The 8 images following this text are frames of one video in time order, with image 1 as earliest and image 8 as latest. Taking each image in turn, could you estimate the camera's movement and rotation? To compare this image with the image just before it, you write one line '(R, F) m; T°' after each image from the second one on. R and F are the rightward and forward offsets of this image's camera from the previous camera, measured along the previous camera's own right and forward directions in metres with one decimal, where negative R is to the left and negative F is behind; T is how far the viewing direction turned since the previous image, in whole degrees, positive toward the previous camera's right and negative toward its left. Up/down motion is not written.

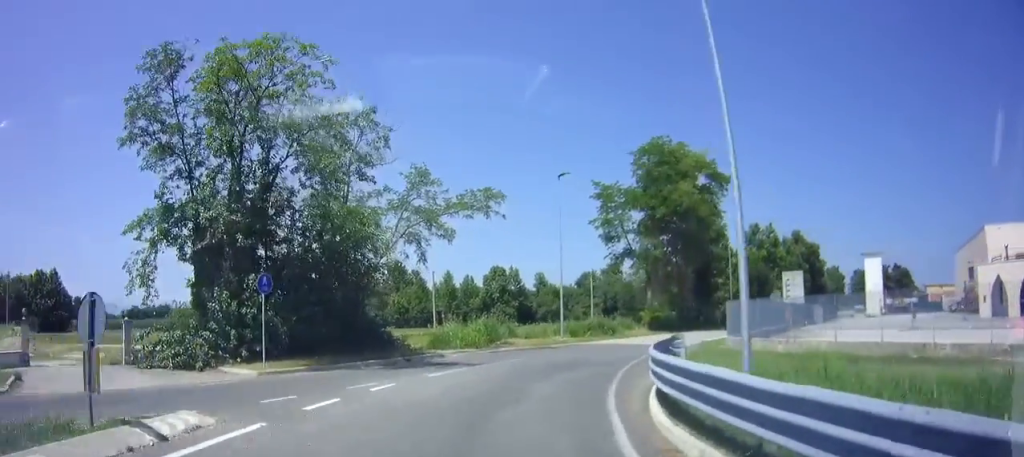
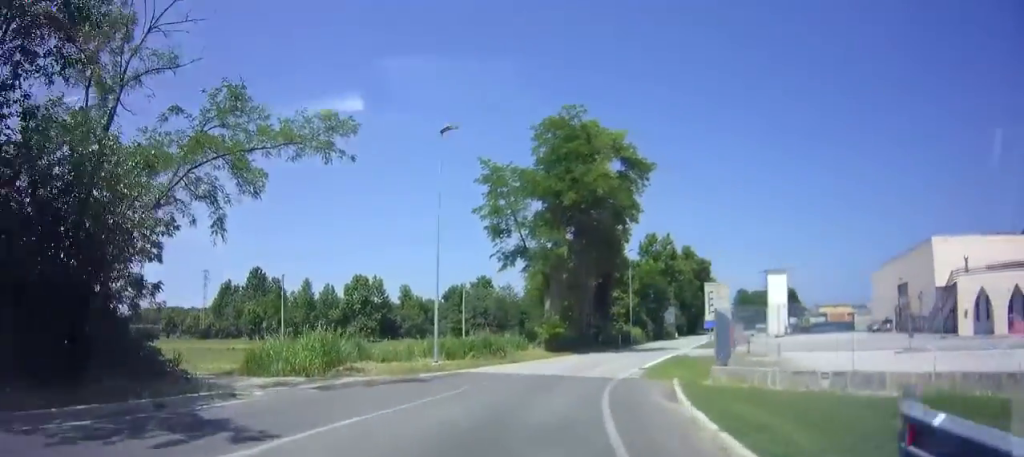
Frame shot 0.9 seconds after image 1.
(+1.1, +9.0) m; +14°
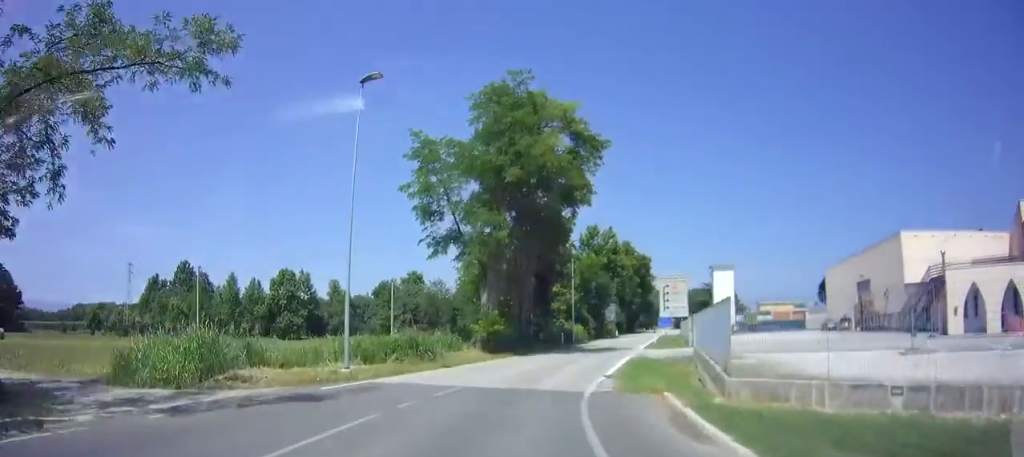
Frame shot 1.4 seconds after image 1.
(+0.1, +4.2) m; +6°
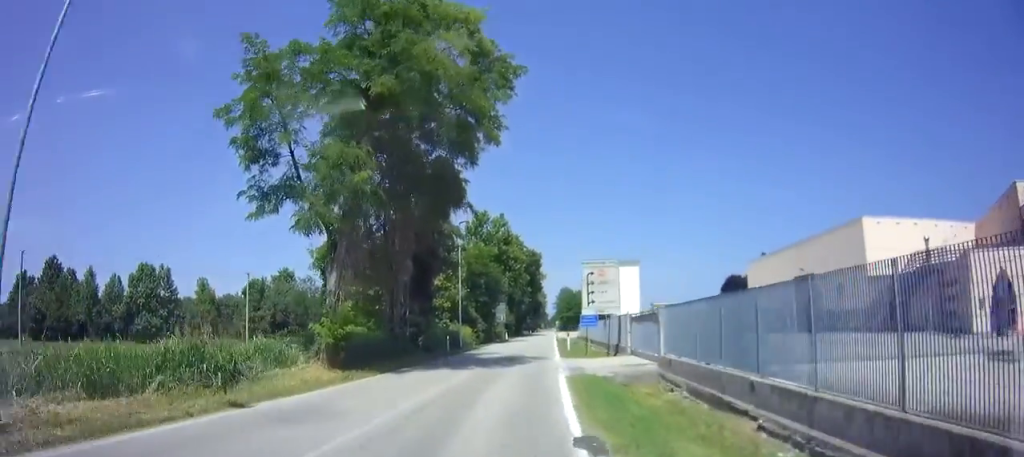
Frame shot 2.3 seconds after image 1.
(+1.2, +9.2) m; +12°
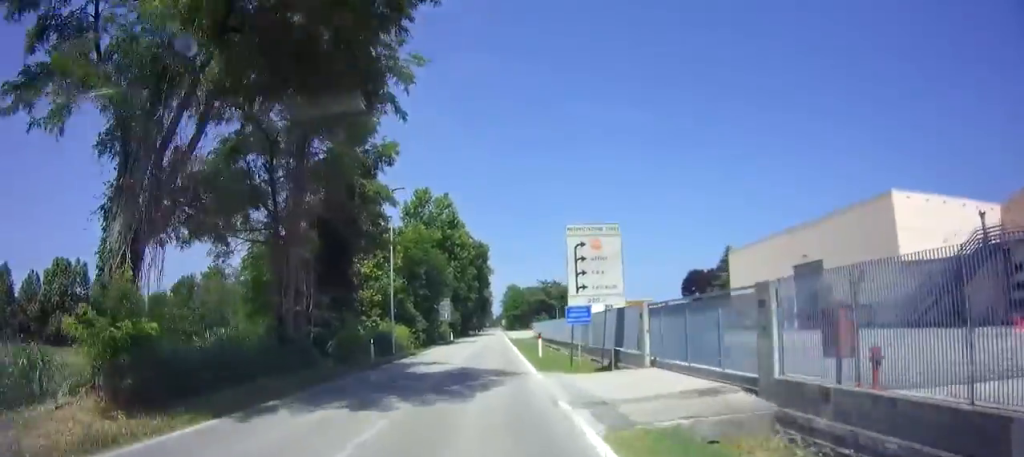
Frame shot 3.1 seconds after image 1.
(+0.7, +8.8) m; +6°
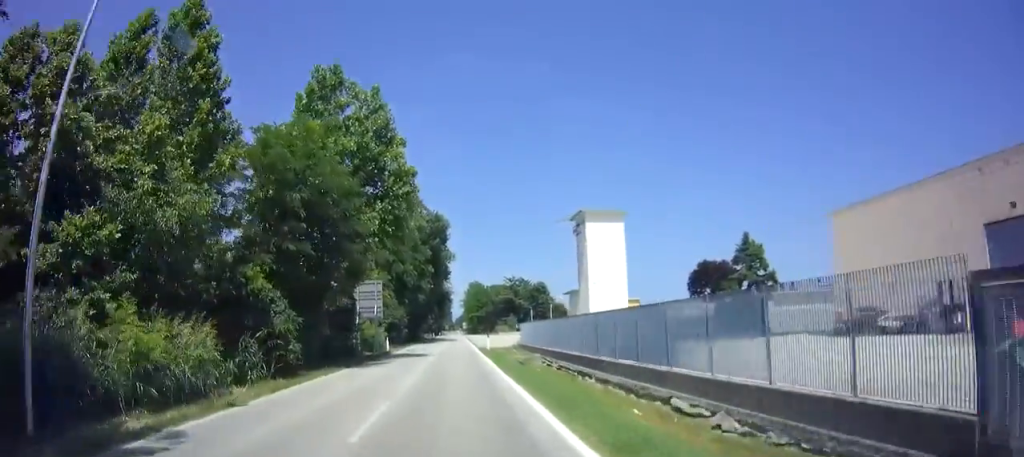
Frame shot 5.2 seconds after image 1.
(+1.3, +23.5) m; +4°
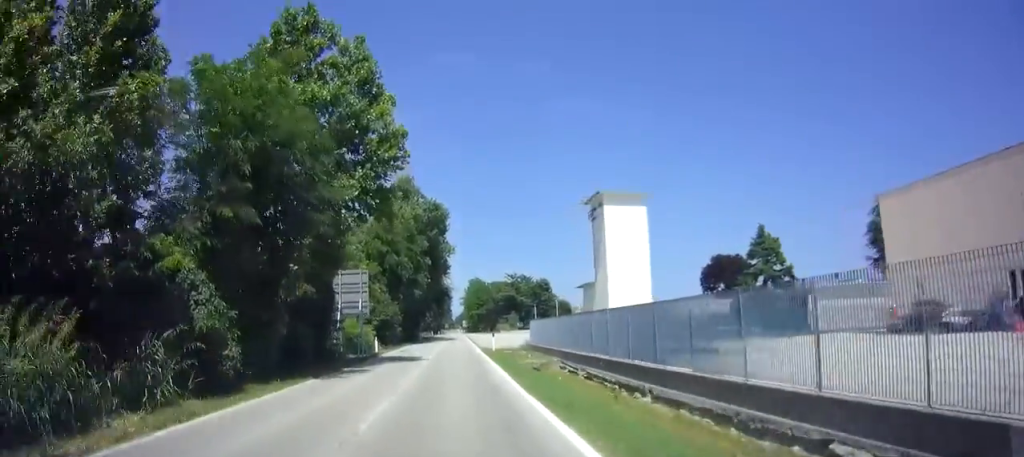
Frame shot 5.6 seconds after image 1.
(0.0, +5.1) m; 0°
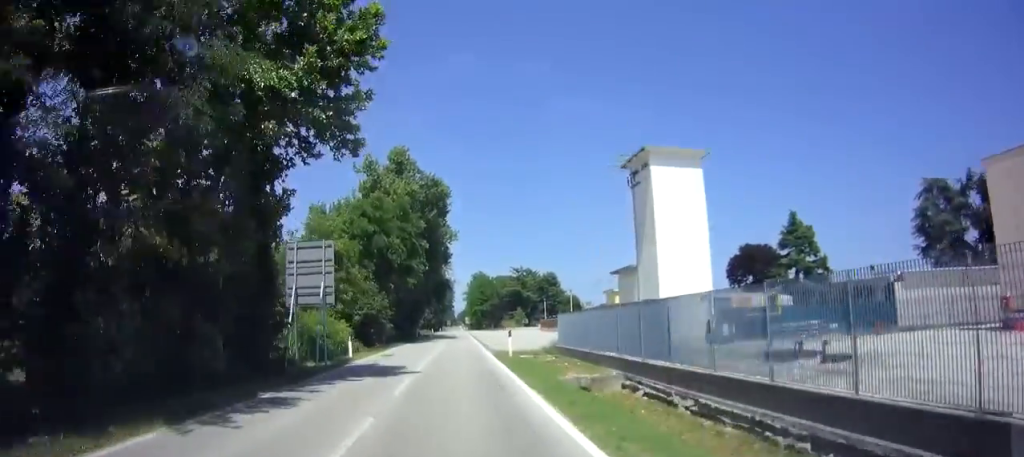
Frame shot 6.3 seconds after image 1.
(+0.1, +8.6) m; 0°
